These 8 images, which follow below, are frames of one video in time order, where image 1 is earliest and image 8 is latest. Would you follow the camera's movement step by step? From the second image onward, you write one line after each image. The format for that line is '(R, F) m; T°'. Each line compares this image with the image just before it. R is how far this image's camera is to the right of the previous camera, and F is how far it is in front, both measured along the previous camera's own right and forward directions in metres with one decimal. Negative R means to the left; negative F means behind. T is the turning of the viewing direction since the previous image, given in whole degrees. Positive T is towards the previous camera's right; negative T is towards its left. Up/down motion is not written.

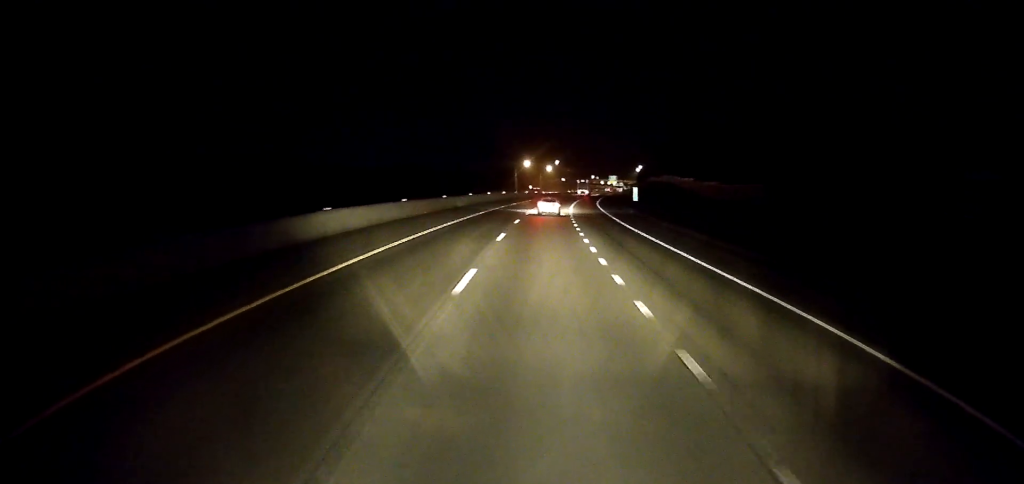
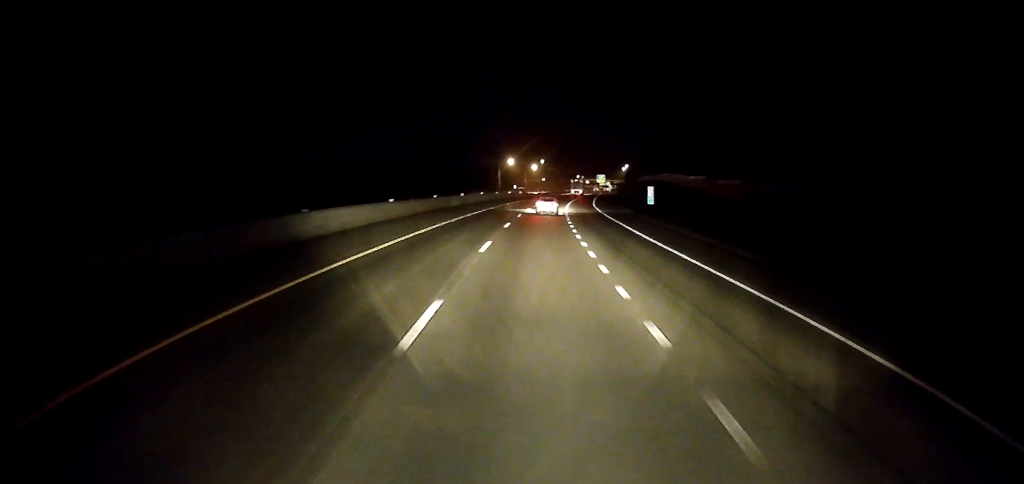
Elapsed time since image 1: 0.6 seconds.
(+0.3, +16.5) m; +2°
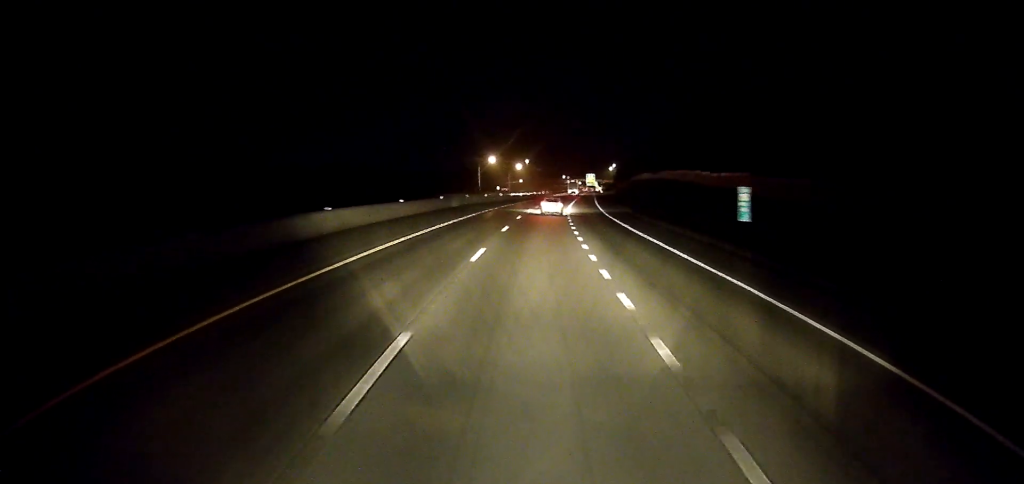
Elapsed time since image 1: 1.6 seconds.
(+0.7, +26.6) m; +2°
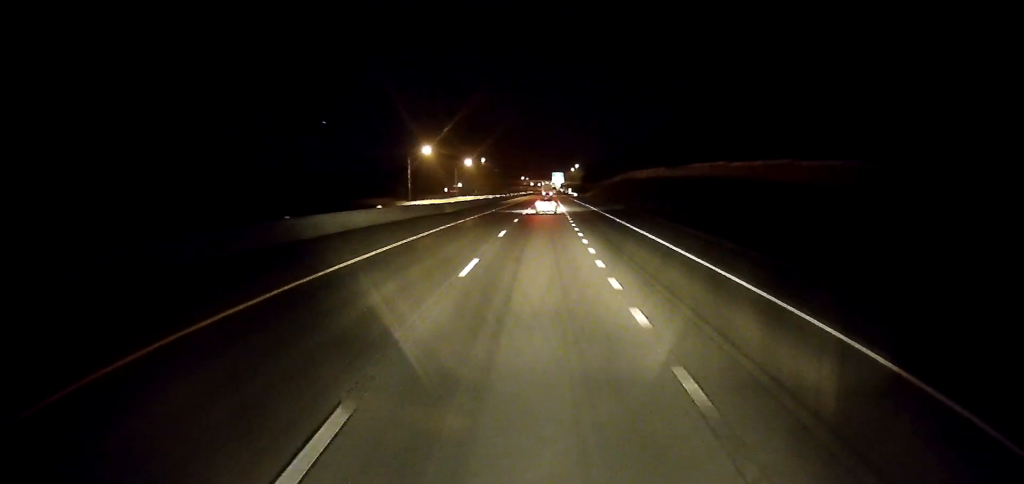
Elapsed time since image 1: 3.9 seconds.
(+2.0, +63.9) m; +3°
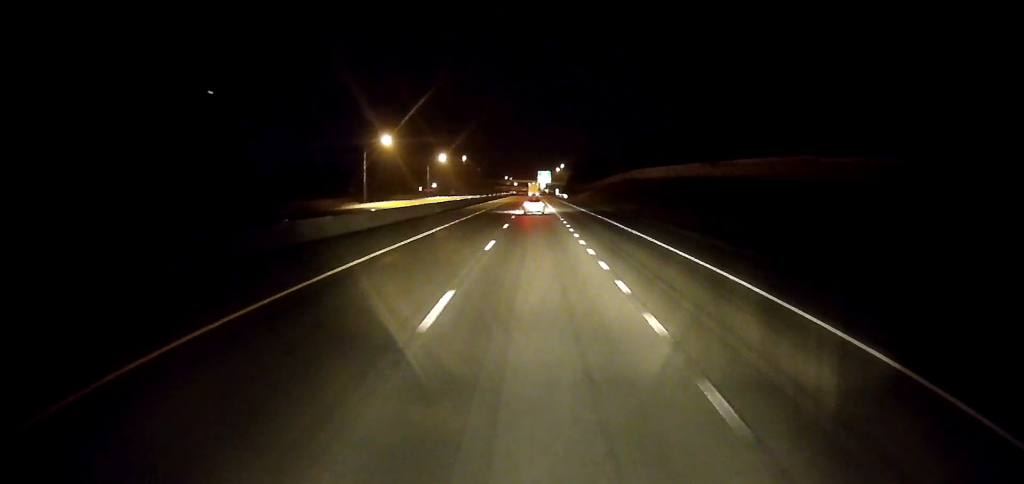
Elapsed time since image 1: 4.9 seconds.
(+0.3, +29.9) m; 0°
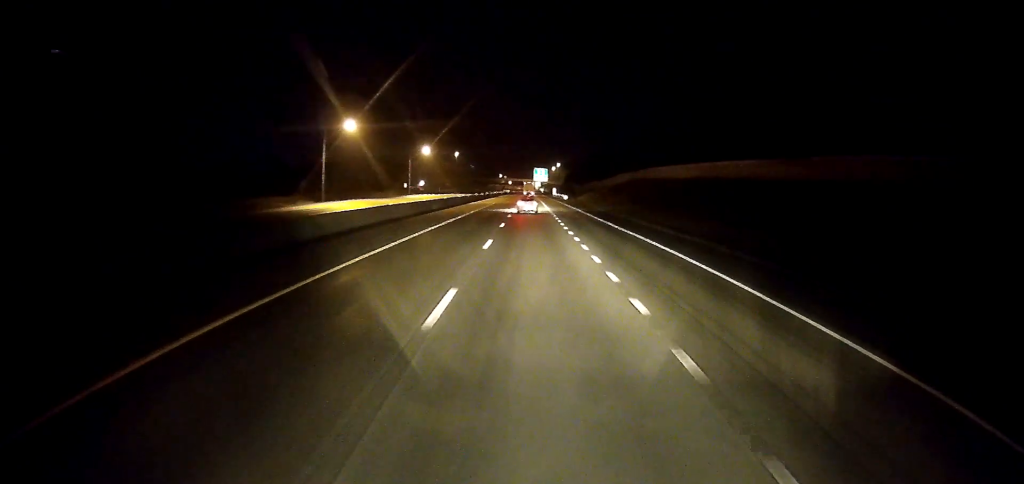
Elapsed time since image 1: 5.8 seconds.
(0.0, +24.4) m; 0°
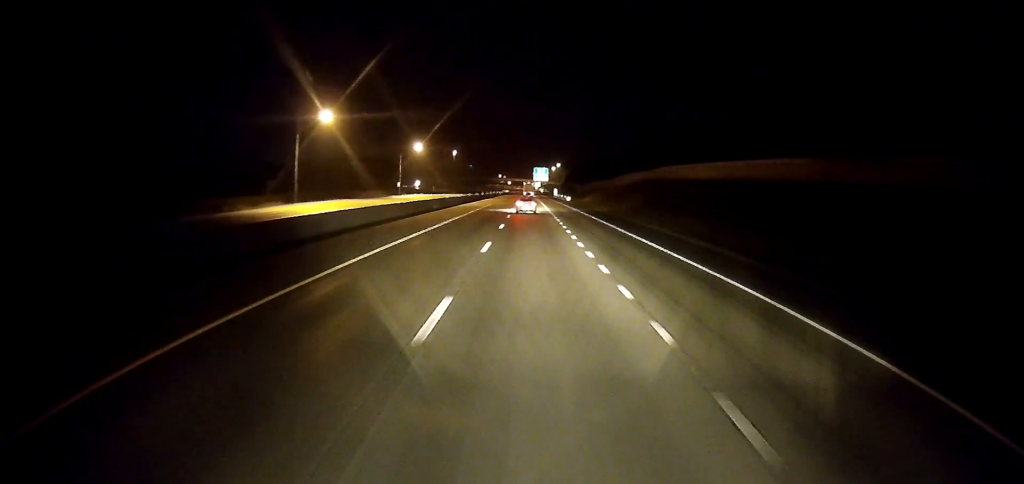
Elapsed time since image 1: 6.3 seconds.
(0.0, +13.2) m; 0°
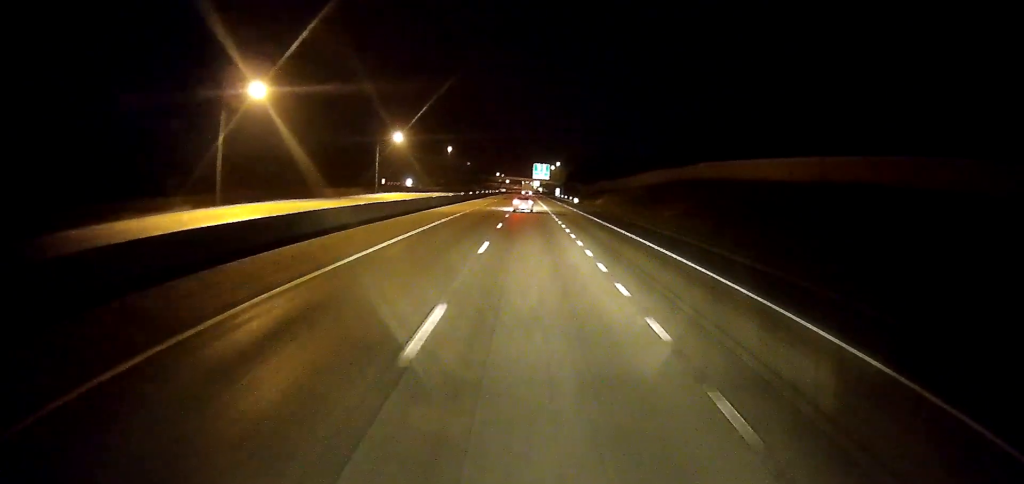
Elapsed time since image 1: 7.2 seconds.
(+0.1, +25.5) m; 0°
